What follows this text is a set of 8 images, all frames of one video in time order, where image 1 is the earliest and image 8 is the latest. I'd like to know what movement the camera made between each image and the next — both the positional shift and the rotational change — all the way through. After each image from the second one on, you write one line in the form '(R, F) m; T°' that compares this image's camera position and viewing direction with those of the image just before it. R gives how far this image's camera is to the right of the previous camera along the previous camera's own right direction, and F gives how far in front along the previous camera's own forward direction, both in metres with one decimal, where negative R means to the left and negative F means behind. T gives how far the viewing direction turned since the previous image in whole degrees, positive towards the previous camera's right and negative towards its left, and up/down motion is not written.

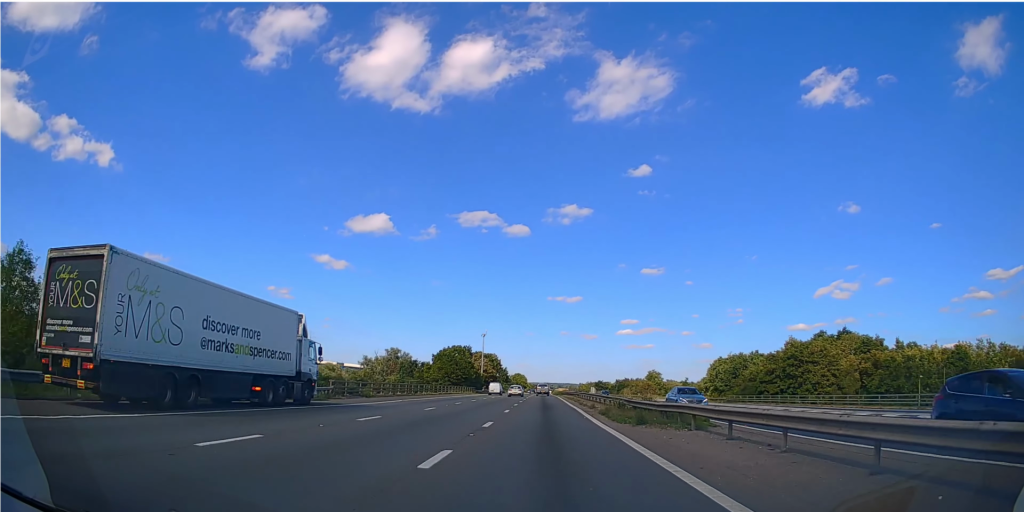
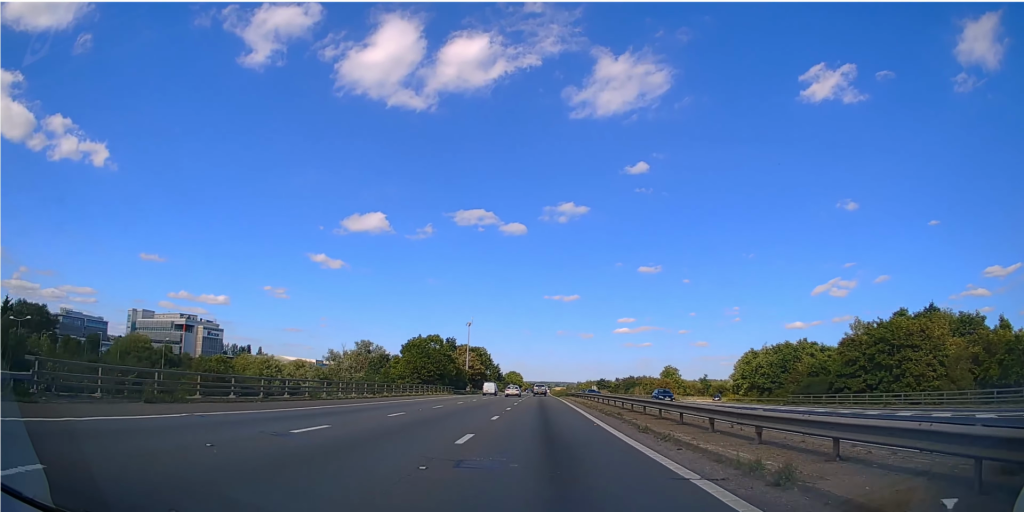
(0.0, +24.7) m; 0°
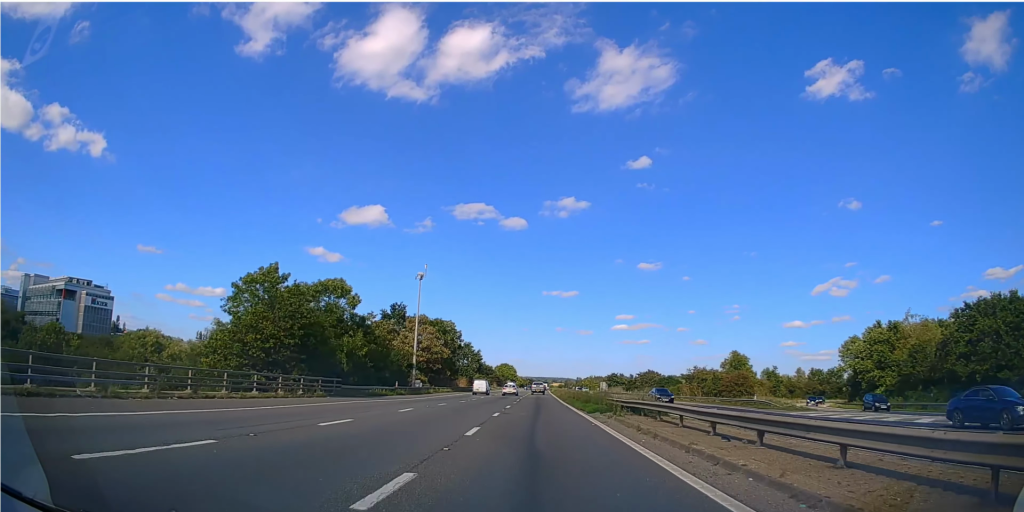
(+0.5, +52.3) m; +1°
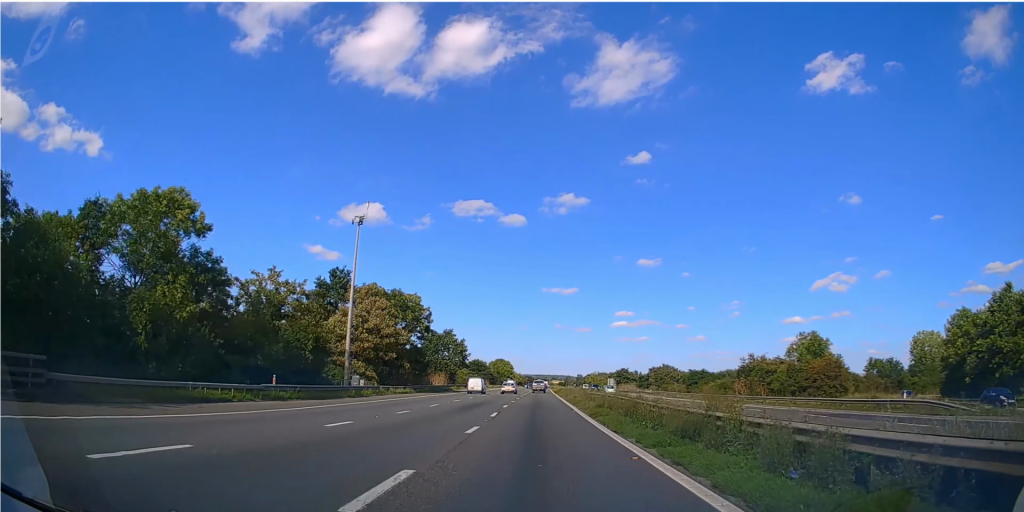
(-0.1, +27.3) m; 0°
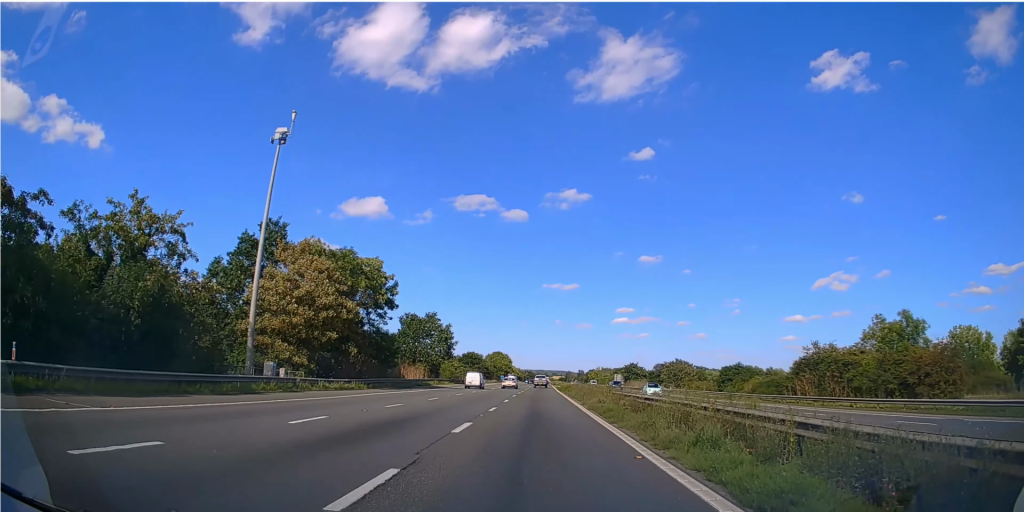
(-0.3, +17.2) m; 0°
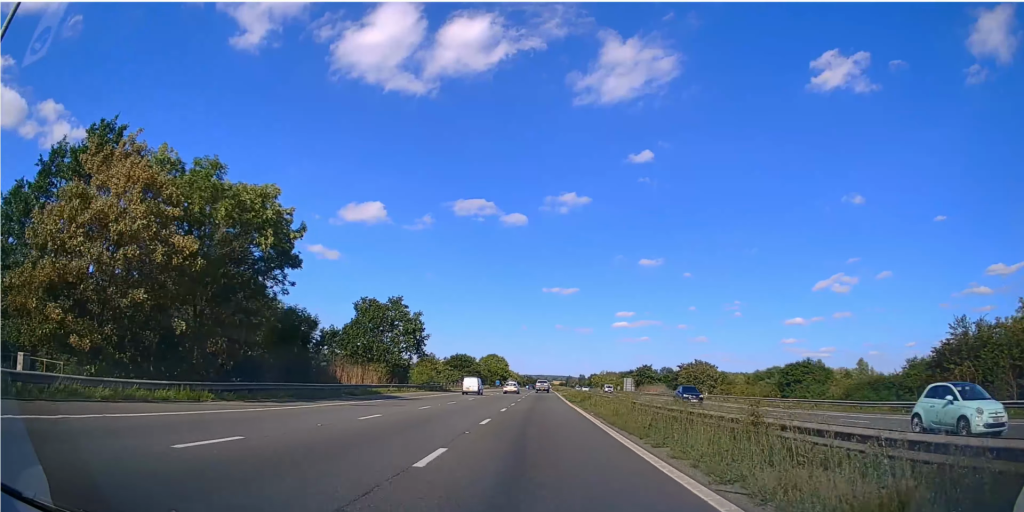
(+0.5, +22.5) m; +1°
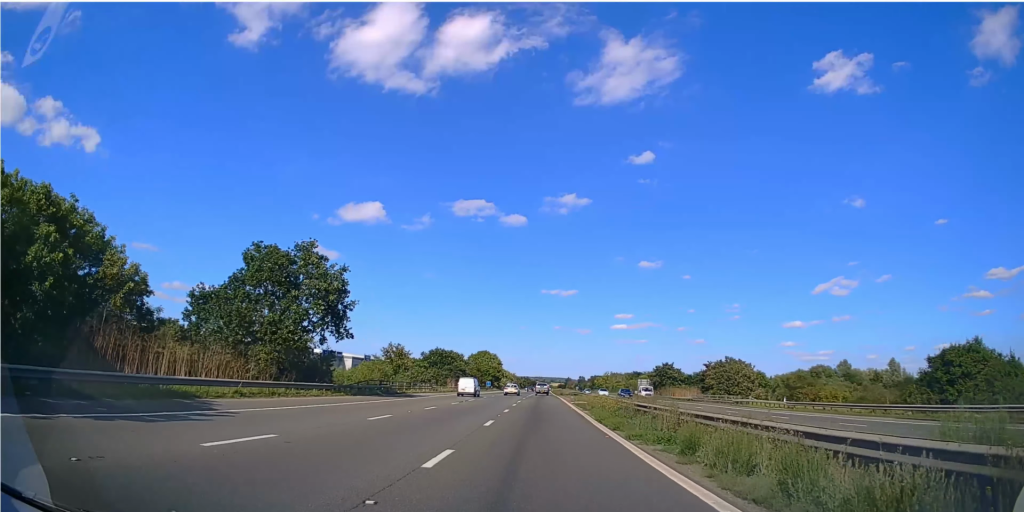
(0.0, +27.0) m; 0°
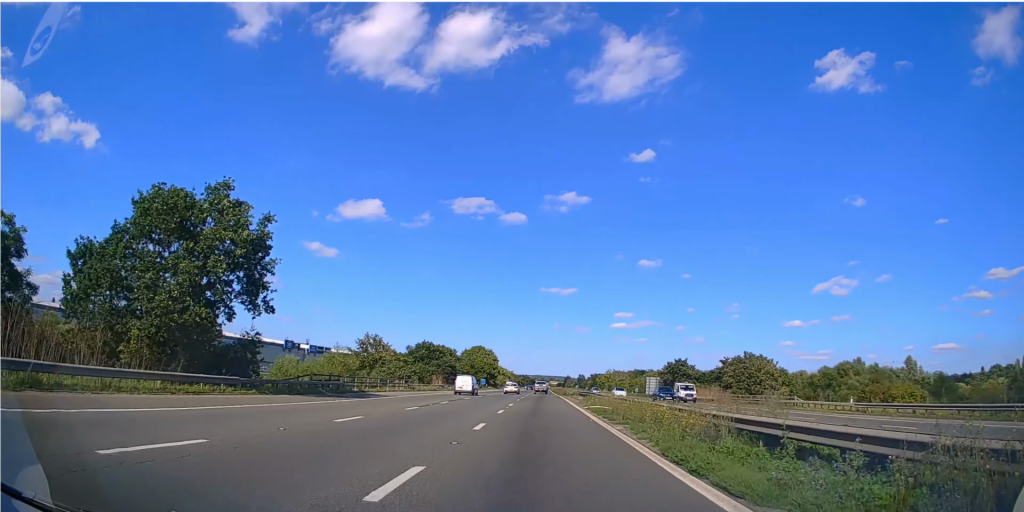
(0.0, +12.7) m; 0°
